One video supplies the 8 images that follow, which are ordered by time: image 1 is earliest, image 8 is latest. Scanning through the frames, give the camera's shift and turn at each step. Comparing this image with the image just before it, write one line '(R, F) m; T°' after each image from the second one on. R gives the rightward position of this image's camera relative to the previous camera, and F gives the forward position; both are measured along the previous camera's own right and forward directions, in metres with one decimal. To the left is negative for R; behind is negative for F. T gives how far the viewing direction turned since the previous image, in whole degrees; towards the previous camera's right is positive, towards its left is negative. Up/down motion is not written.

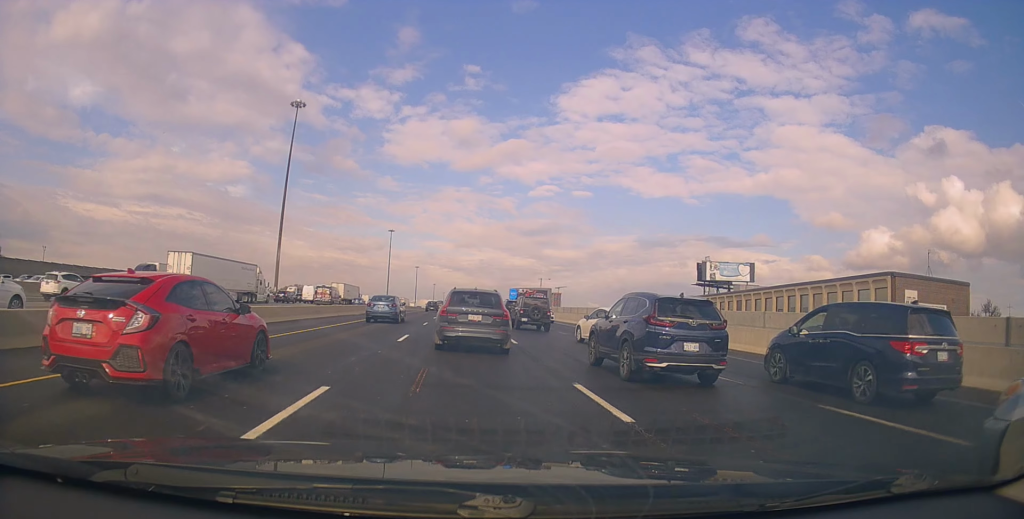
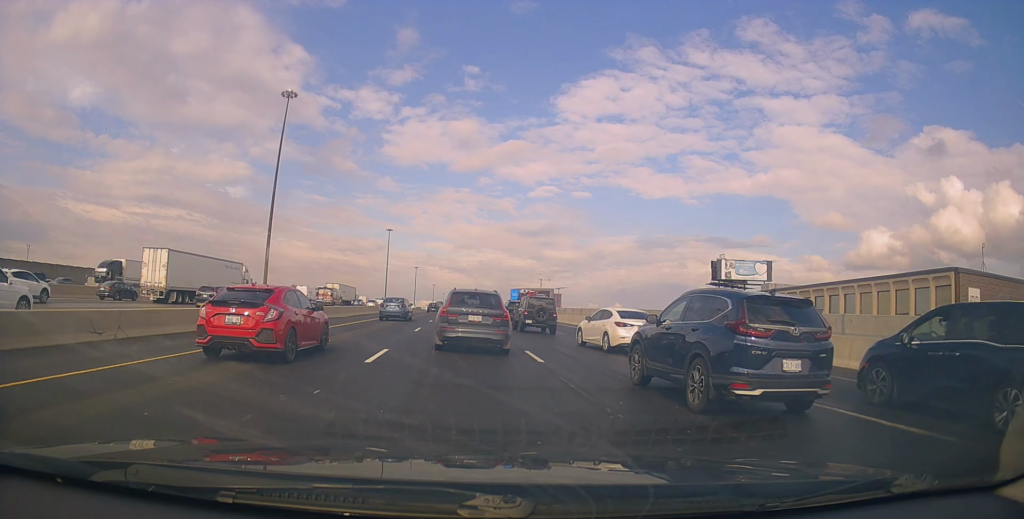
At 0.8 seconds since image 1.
(0.0, +5.7) m; 0°
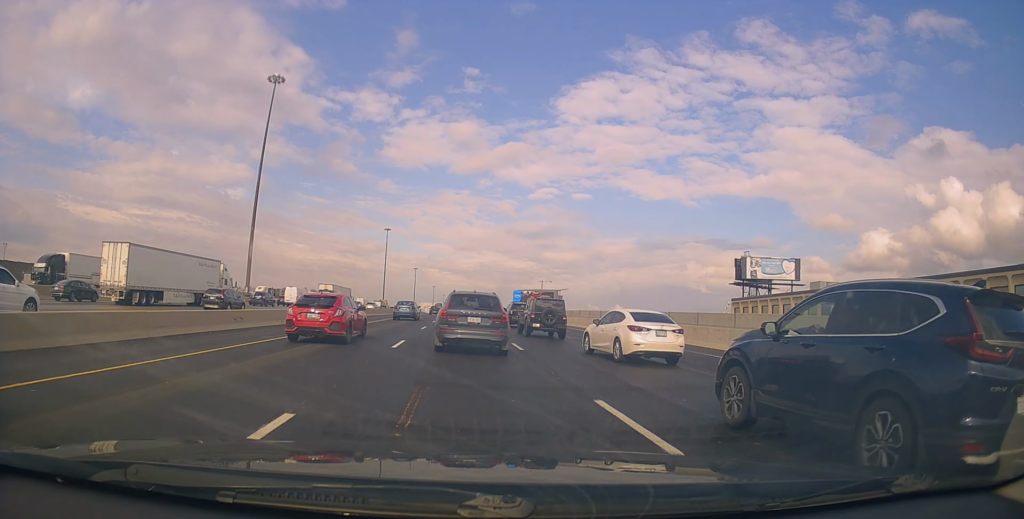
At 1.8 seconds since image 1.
(0.0, +8.4) m; -1°
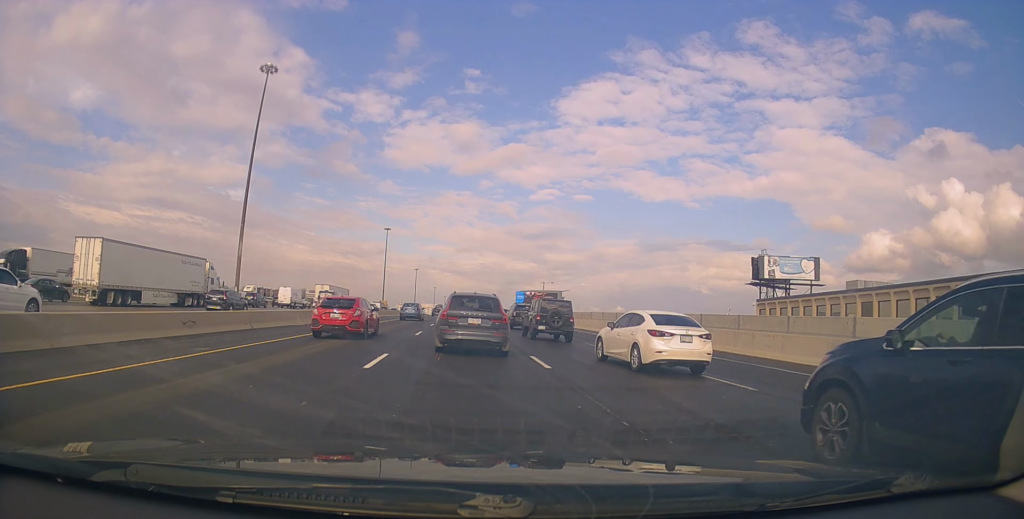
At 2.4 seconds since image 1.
(-0.2, +5.1) m; +1°
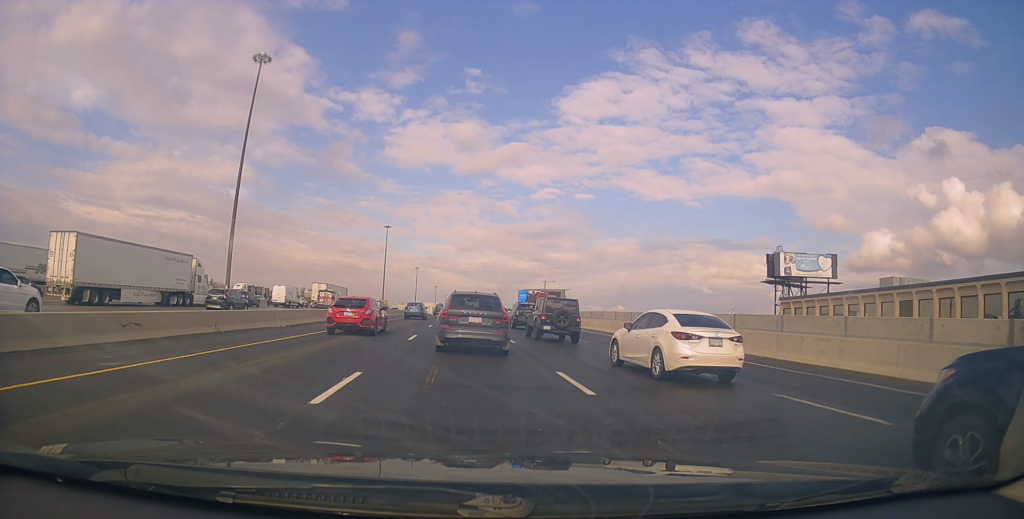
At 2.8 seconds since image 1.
(0.0, +3.7) m; +1°
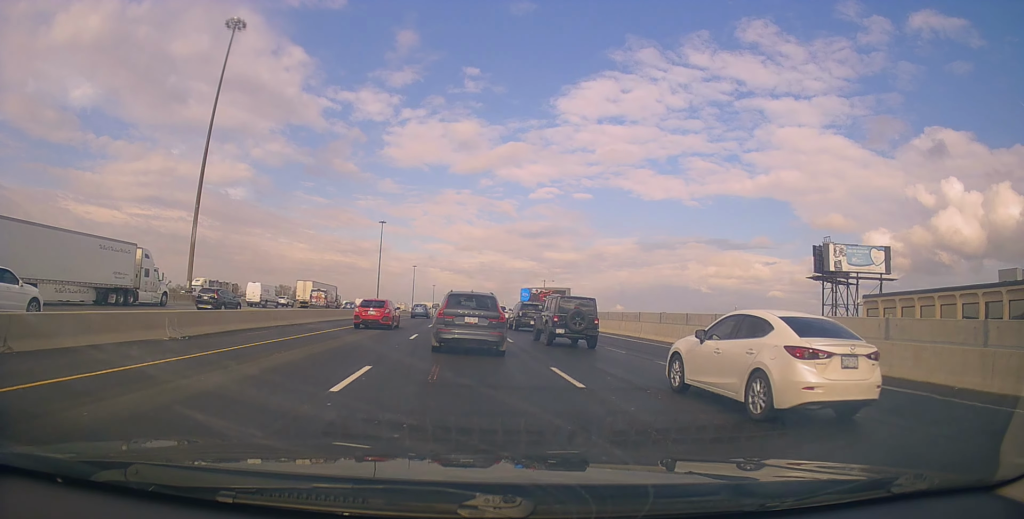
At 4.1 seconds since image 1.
(+0.3, +11.9) m; -2°
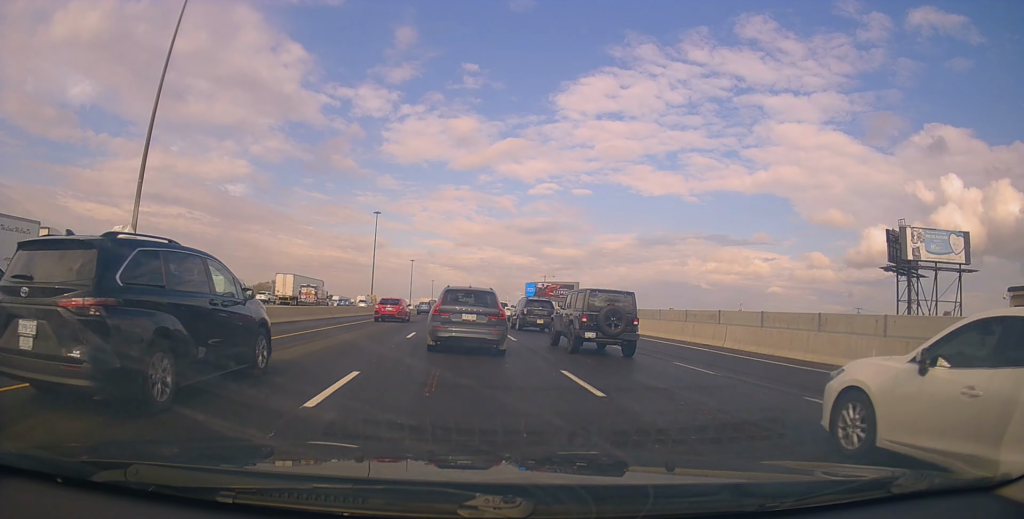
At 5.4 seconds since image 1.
(-0.9, +13.2) m; -2°
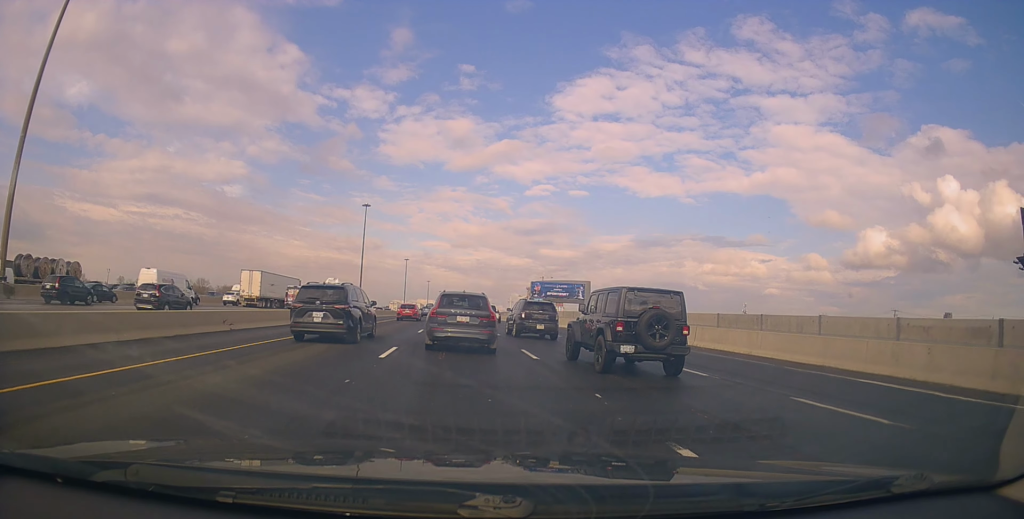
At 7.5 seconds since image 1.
(+0.7, +18.8) m; +3°
